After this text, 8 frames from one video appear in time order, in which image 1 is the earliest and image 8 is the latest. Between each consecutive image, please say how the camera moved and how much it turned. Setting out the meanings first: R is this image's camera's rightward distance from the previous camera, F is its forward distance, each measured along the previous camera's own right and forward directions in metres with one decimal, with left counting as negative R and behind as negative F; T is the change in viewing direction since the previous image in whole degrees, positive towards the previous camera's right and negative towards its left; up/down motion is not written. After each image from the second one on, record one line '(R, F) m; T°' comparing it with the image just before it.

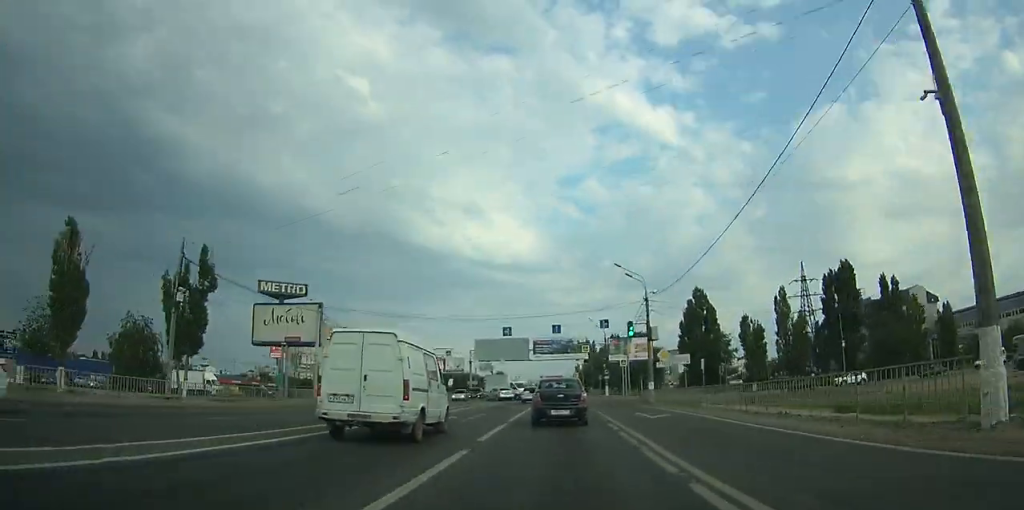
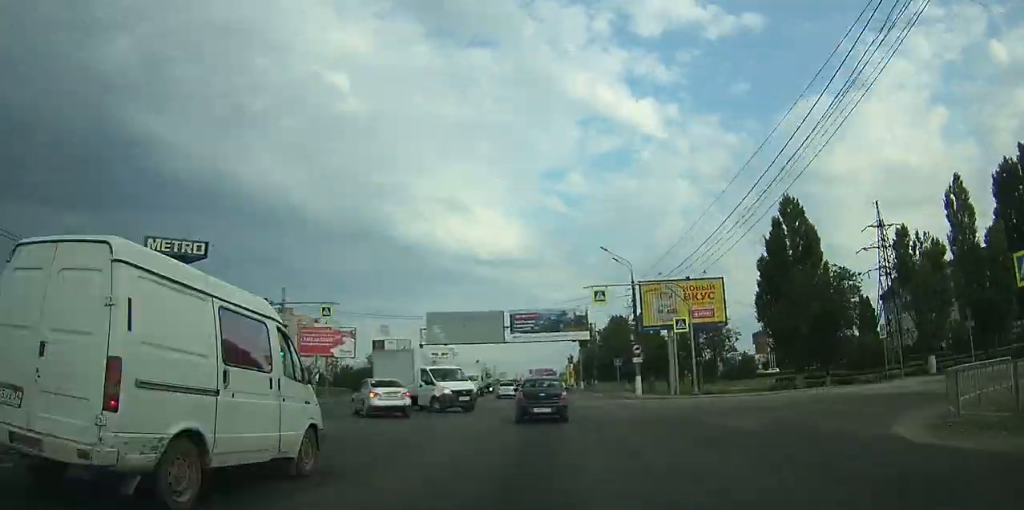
(0.0, +41.1) m; 0°
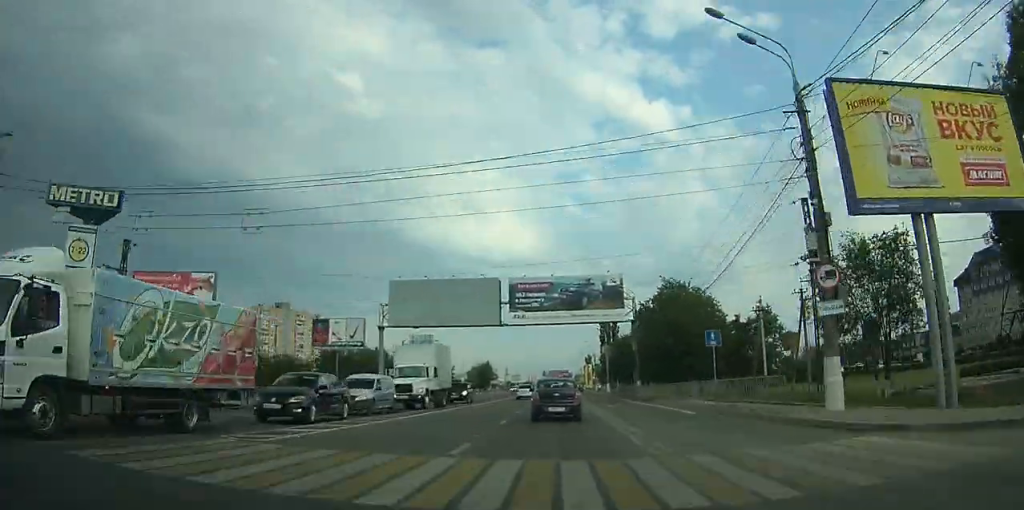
(0.0, +29.1) m; 0°
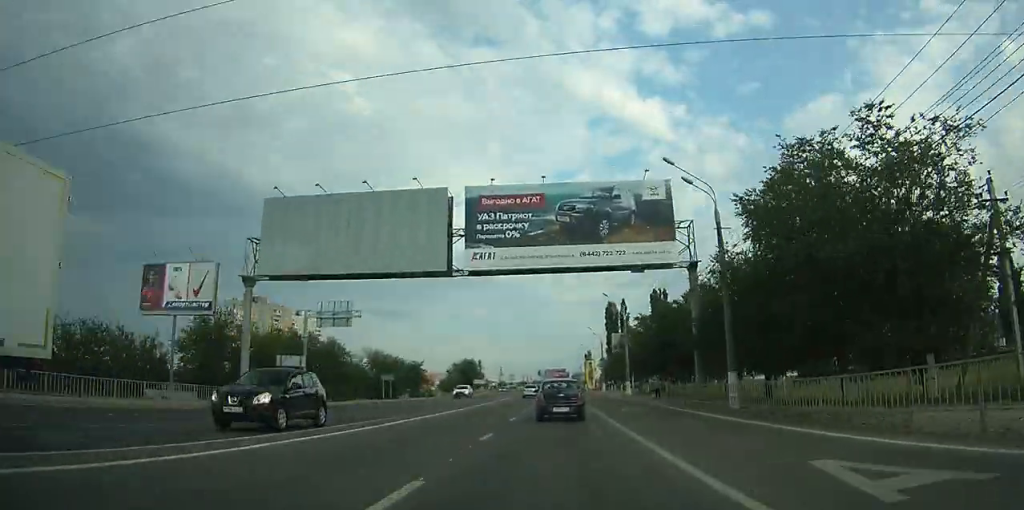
(-0.1, +28.9) m; 0°
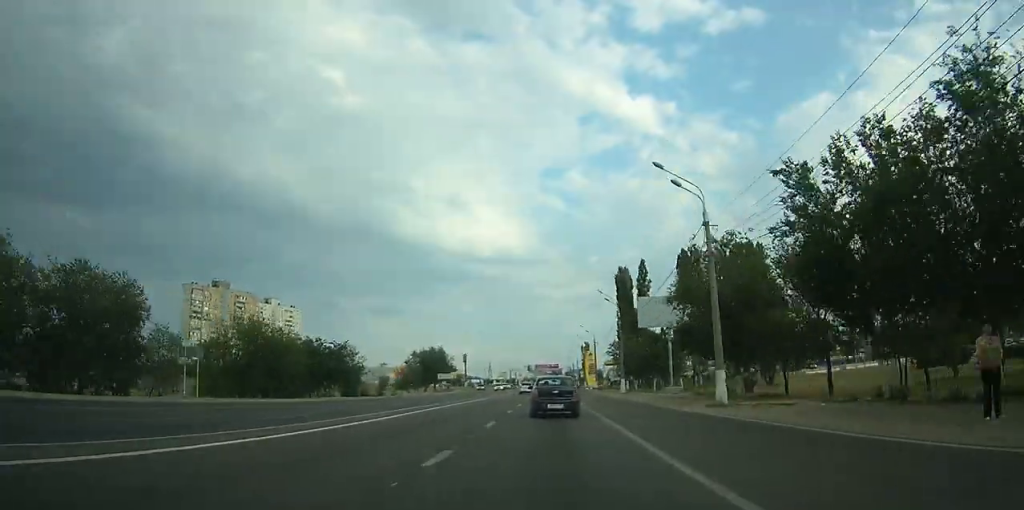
(+0.2, +34.9) m; 0°
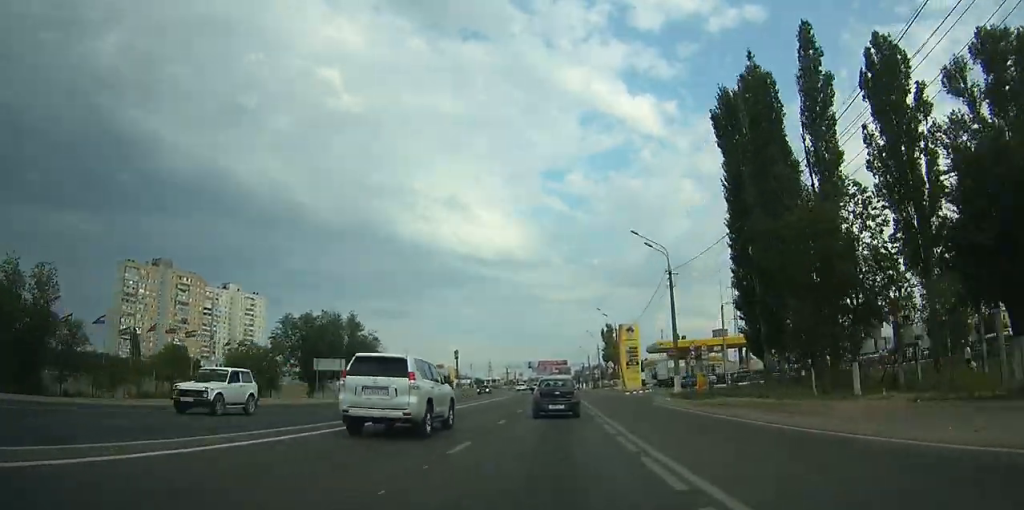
(-0.1, +60.2) m; 0°
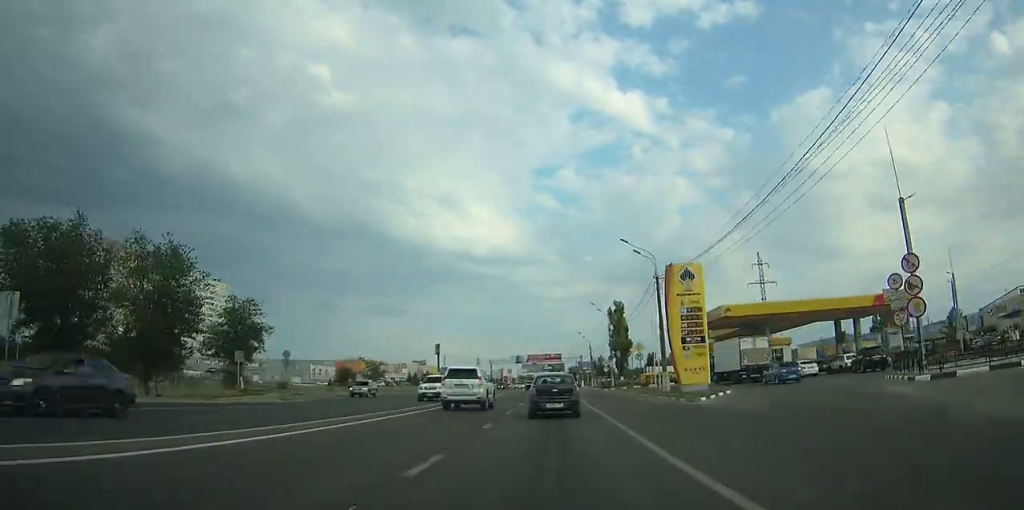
(-0.1, +34.7) m; 0°
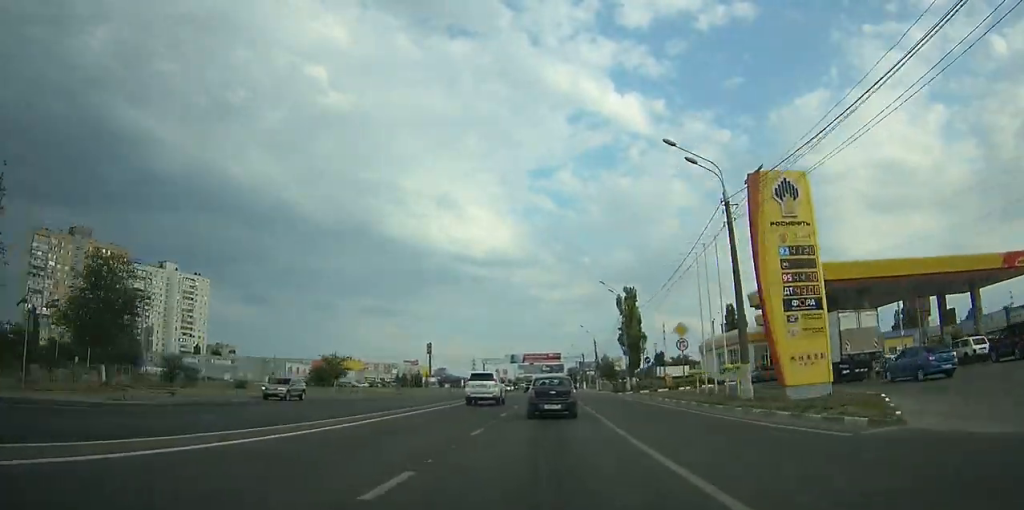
(0.0, +19.3) m; 0°
